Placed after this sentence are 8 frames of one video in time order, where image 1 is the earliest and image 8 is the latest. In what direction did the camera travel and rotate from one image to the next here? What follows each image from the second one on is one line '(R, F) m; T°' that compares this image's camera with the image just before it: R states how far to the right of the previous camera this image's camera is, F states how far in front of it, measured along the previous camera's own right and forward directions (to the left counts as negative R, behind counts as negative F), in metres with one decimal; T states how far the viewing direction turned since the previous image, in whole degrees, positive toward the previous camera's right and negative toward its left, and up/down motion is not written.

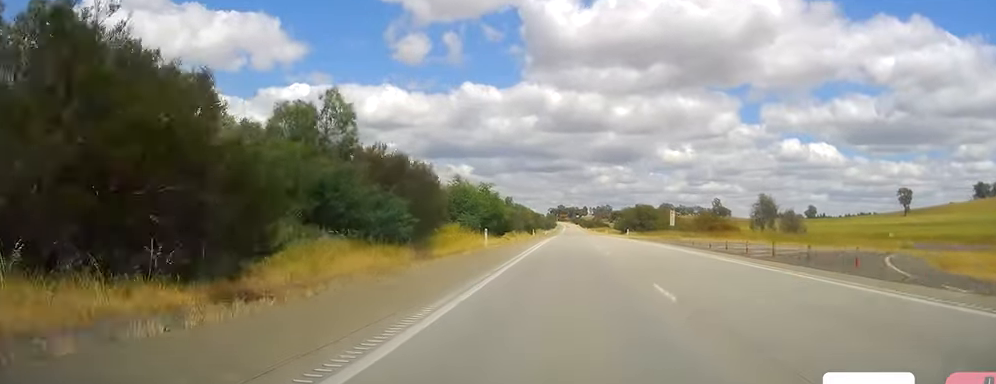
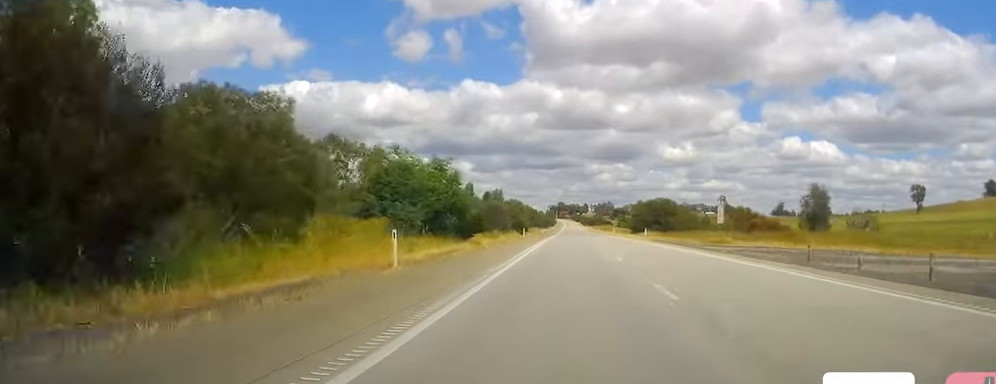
(0.0, +23.7) m; 0°
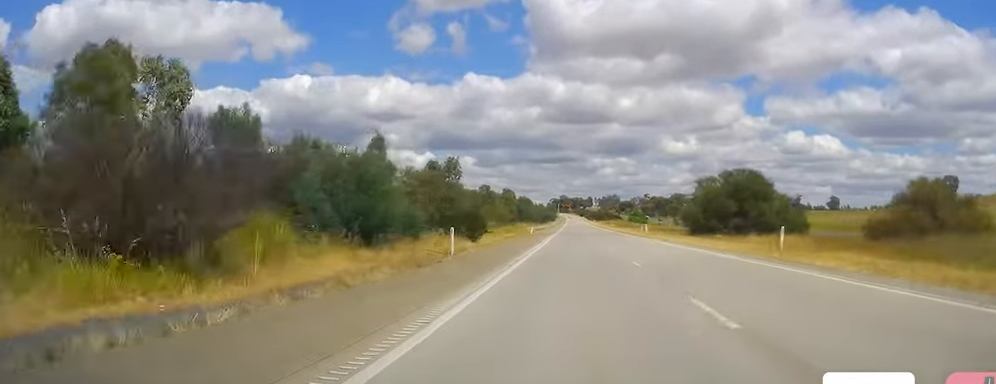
(+0.6, +51.6) m; 0°
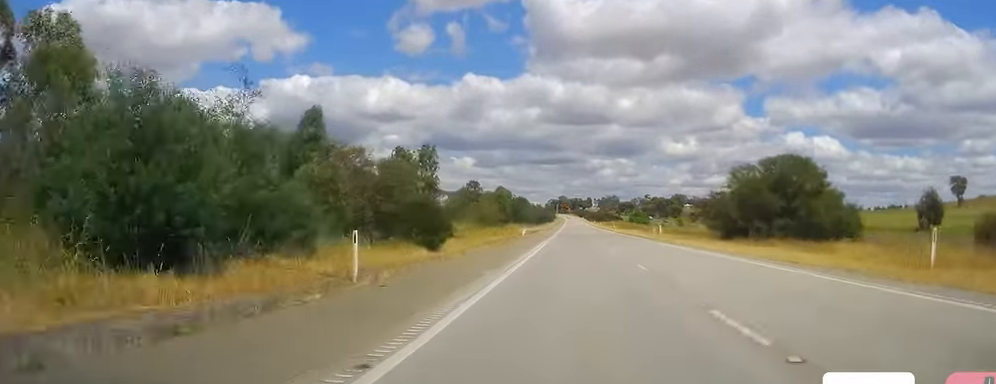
(-0.2, +13.5) m; -1°
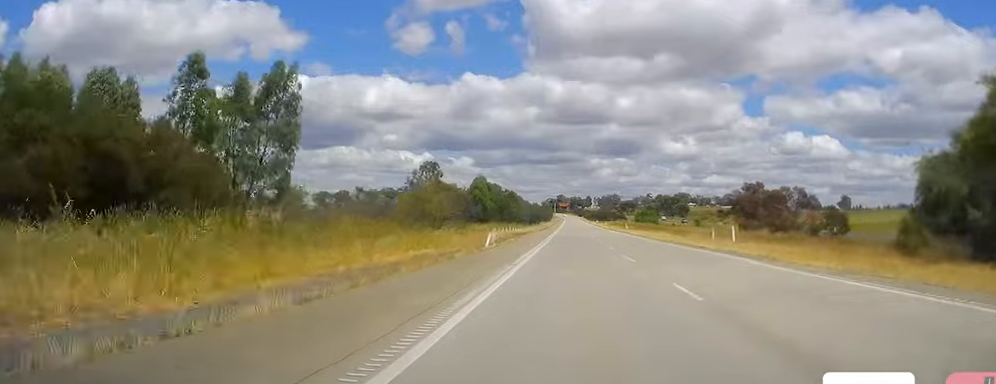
(-0.3, +31.8) m; 0°
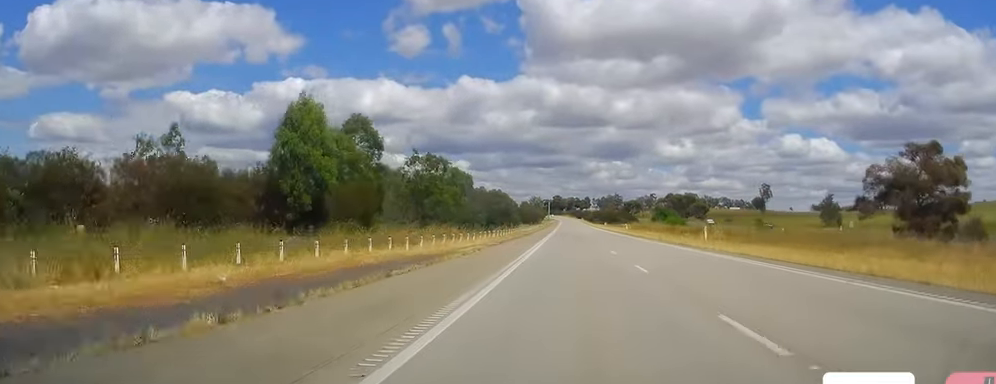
(+0.3, +65.3) m; +1°
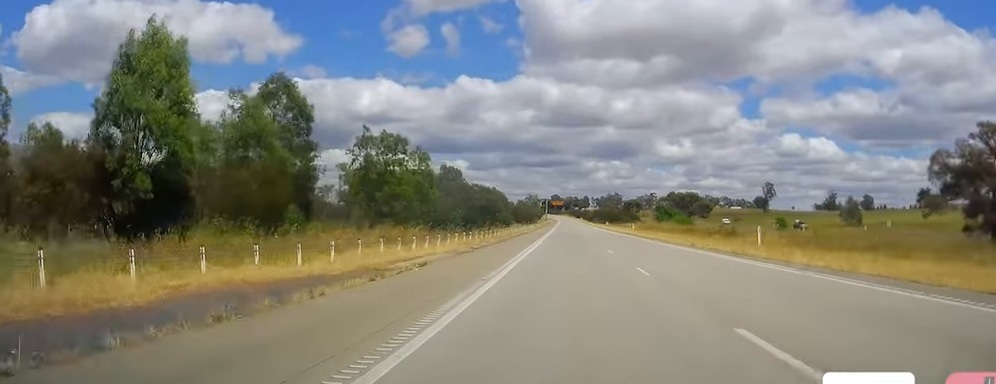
(+0.3, +13.4) m; 0°
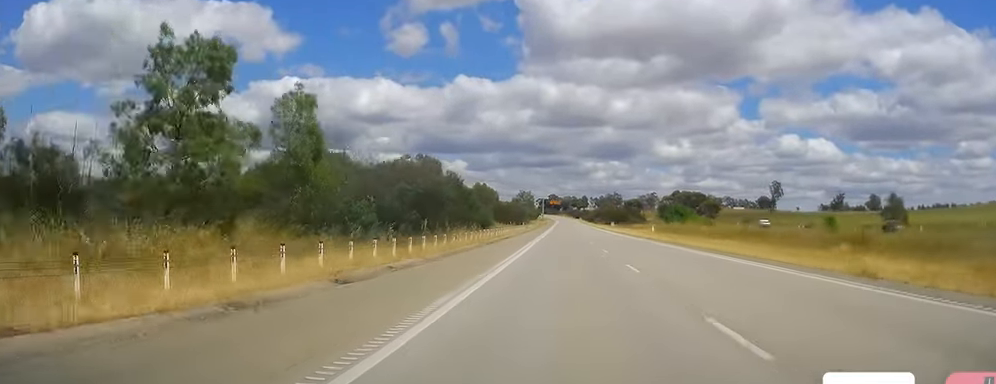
(+0.1, +23.0) m; 0°
